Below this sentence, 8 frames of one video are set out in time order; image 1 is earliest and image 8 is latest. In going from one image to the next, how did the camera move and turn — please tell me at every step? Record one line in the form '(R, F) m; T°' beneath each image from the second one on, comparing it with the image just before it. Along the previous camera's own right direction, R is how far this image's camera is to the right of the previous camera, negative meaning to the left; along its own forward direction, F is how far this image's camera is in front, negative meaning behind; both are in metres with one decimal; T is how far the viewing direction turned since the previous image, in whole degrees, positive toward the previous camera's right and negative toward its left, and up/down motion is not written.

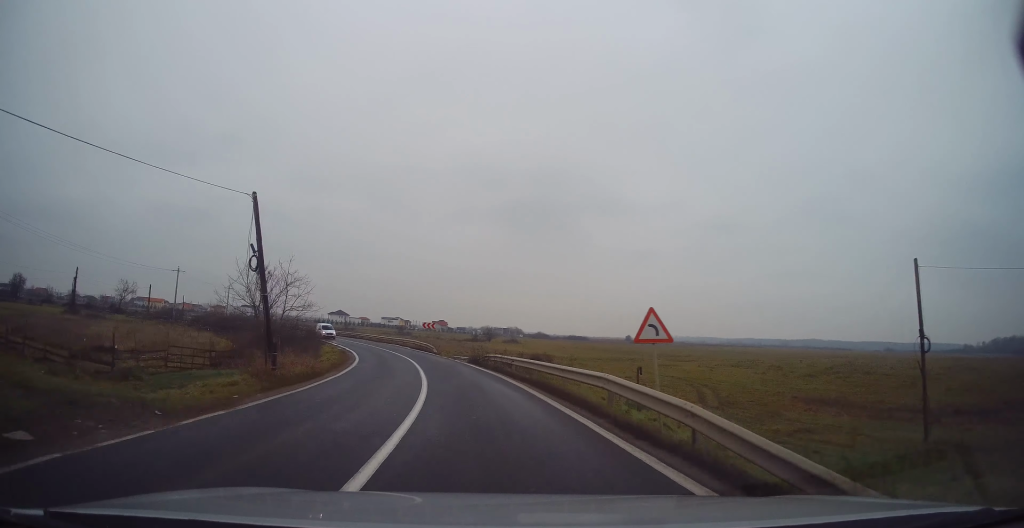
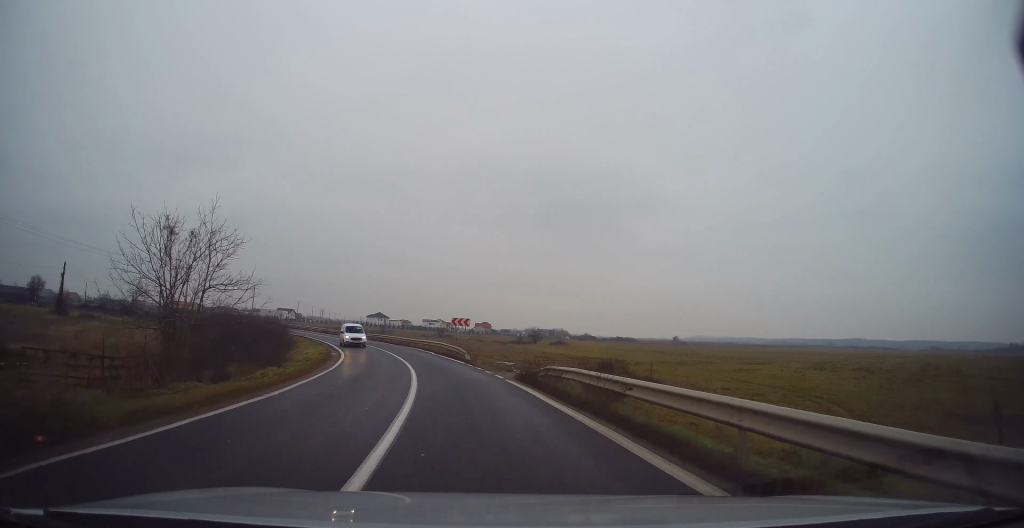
(-0.6, +13.4) m; -4°
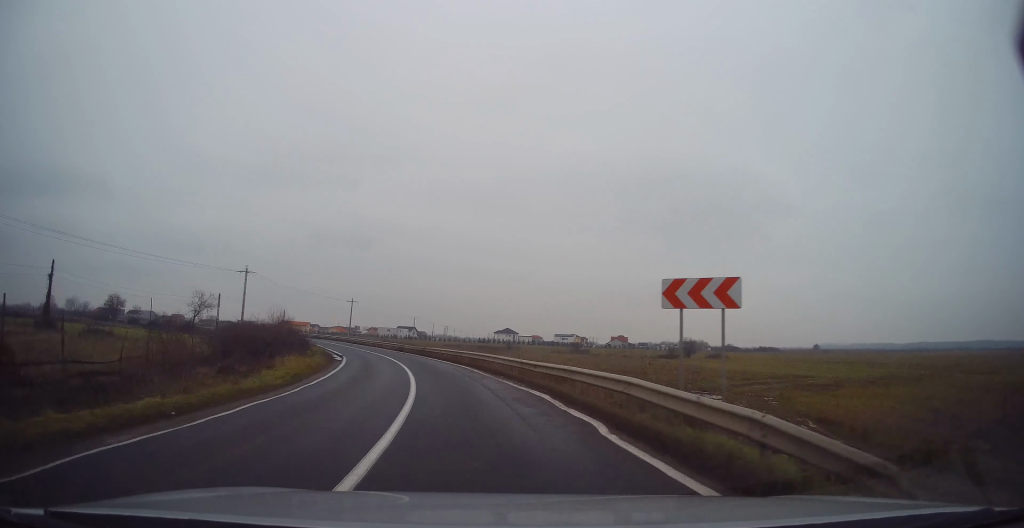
(-1.6, +26.9) m; -12°
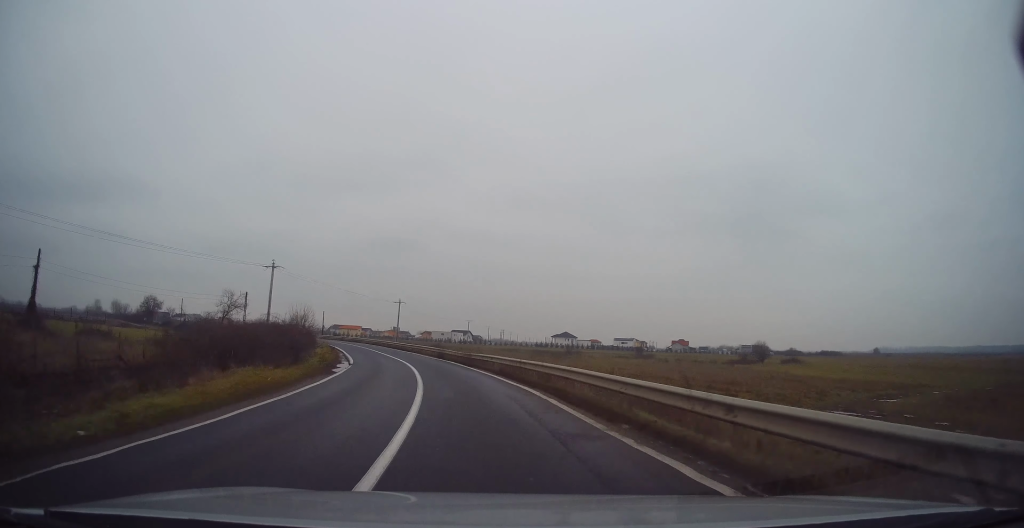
(-1.3, +10.9) m; -6°
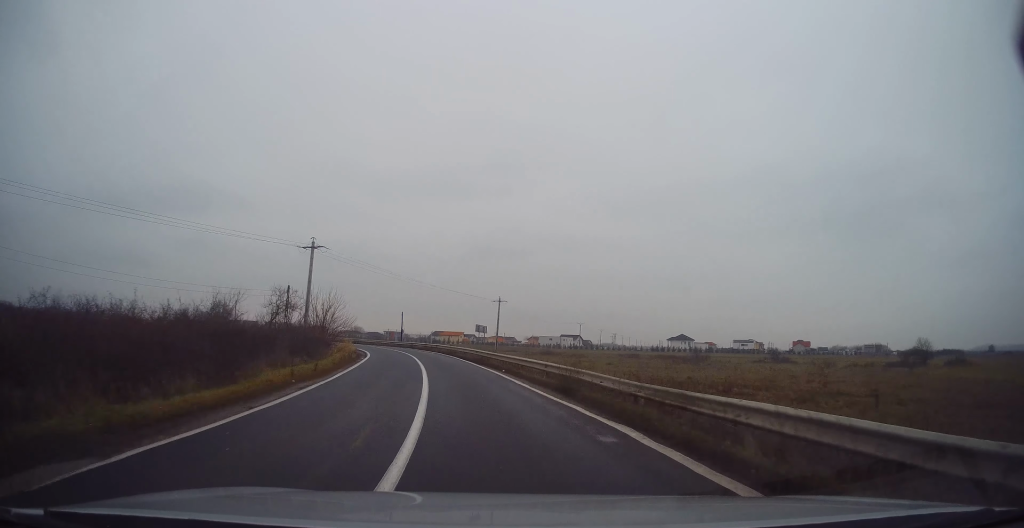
(-2.0, +22.6) m; -10°
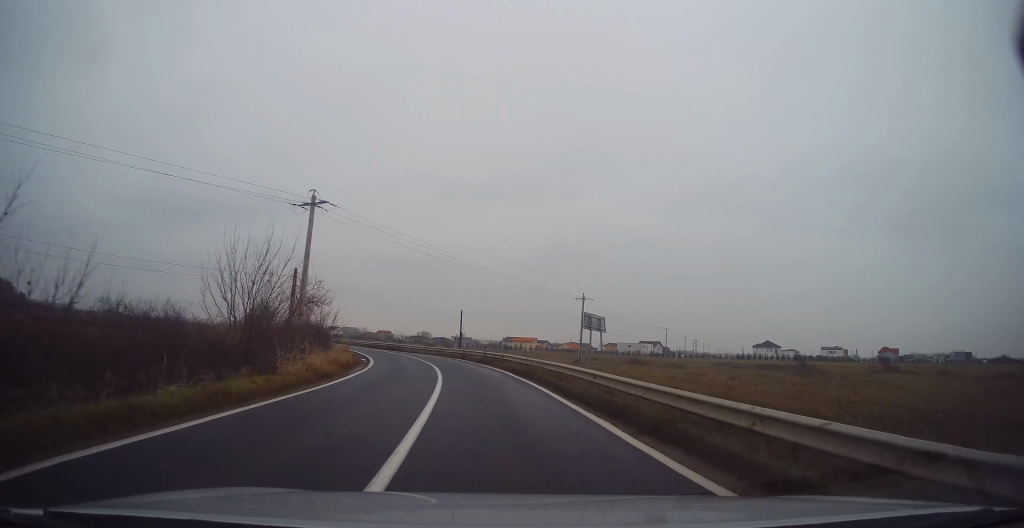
(-1.4, +19.7) m; -8°
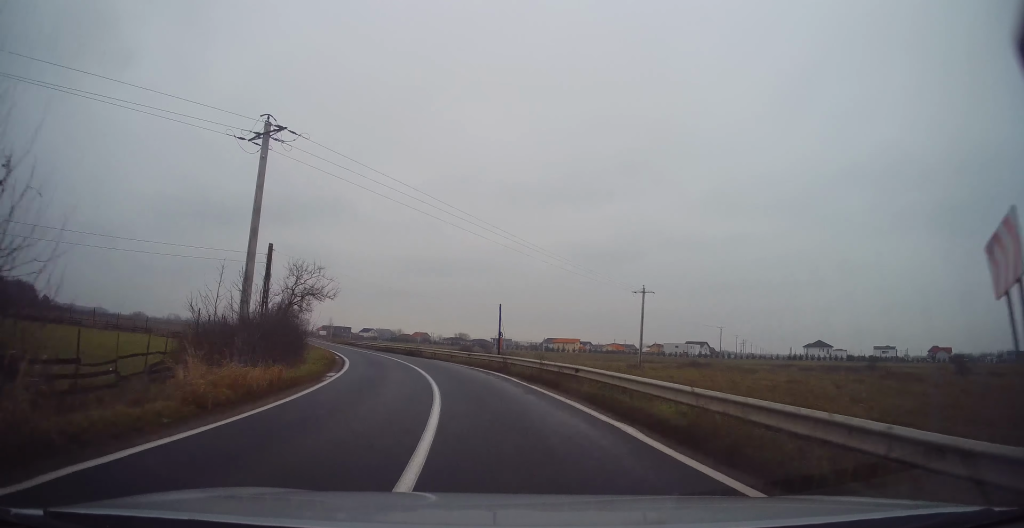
(-0.7, +13.5) m; -5°
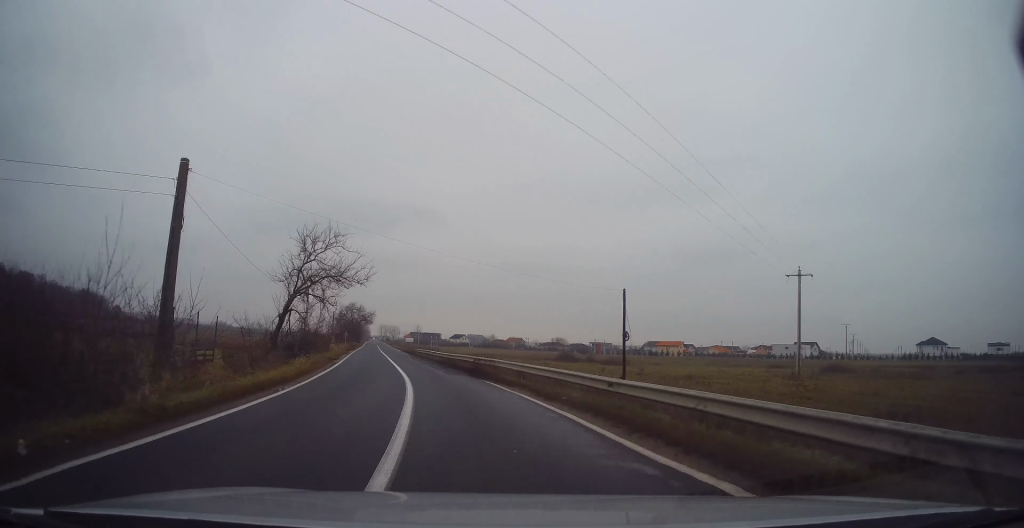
(-1.1, +19.8) m; -10°
